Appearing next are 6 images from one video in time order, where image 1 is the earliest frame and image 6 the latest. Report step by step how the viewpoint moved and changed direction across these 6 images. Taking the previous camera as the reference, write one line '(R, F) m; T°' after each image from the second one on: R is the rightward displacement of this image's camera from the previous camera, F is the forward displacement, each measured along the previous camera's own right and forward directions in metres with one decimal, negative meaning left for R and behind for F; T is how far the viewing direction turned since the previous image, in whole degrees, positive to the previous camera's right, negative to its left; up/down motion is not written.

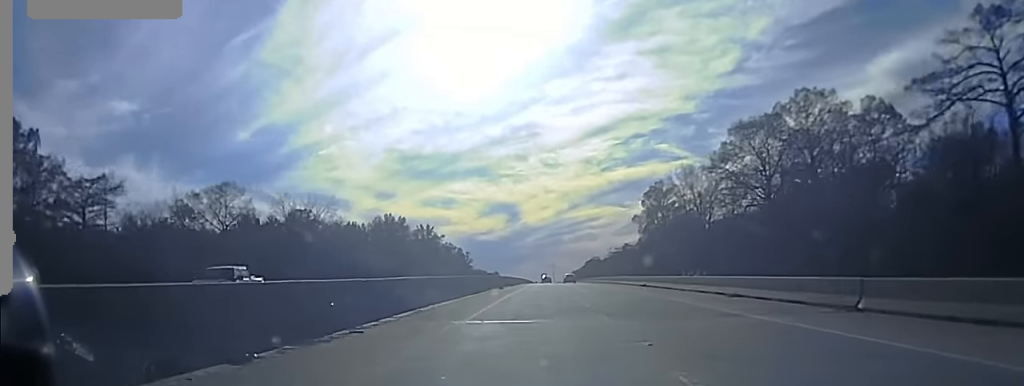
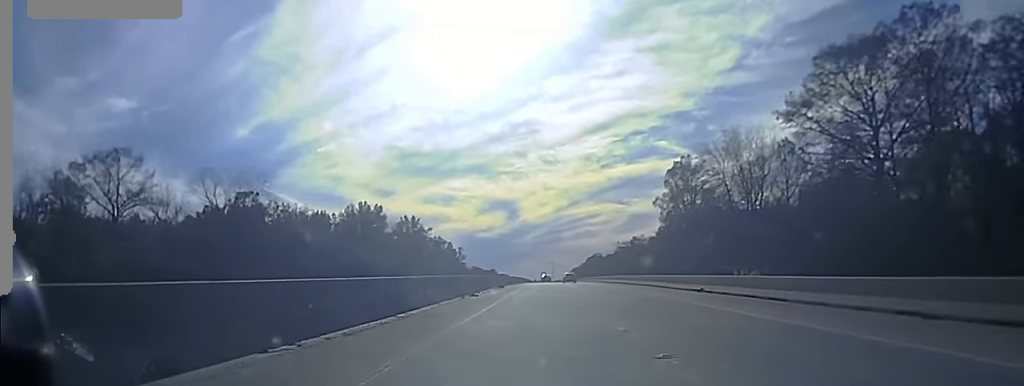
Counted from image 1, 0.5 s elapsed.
(0.0, +24.4) m; 0°
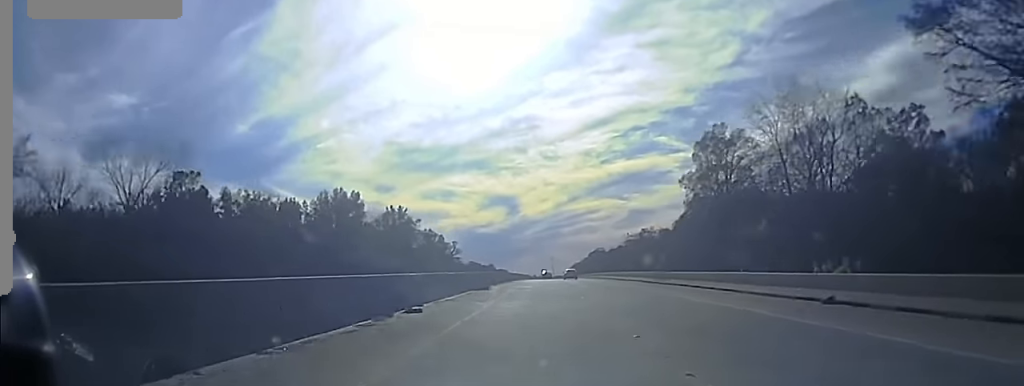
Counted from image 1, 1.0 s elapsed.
(0.0, +22.9) m; 0°
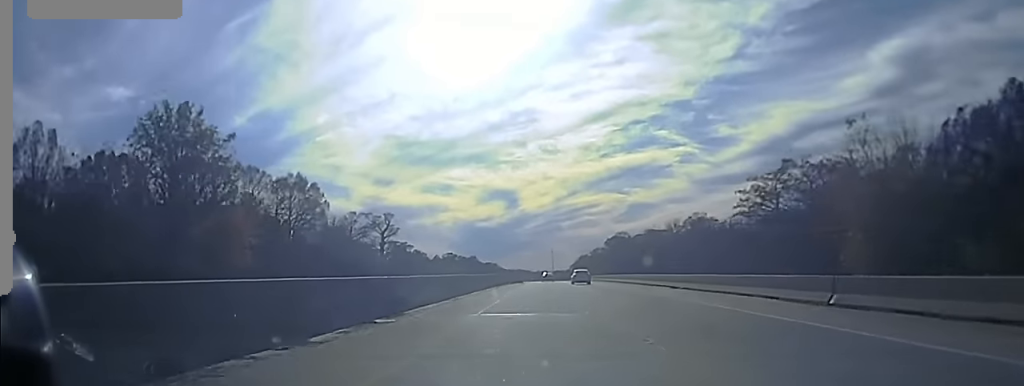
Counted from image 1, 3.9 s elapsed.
(-0.4, +129.7) m; 0°
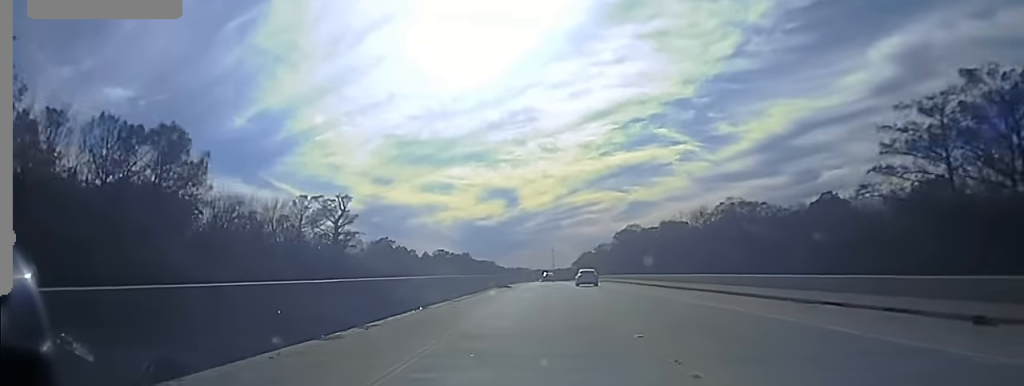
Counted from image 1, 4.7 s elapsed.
(0.0, +38.2) m; 0°
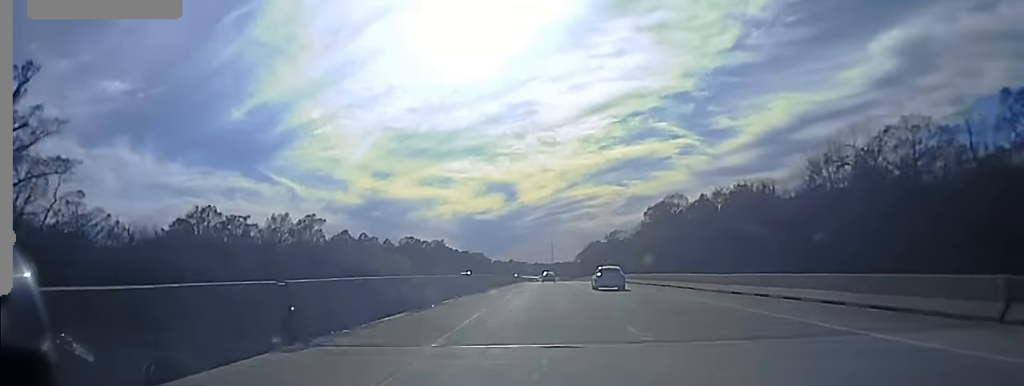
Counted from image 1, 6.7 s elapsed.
(0.0, +89.2) m; 0°
